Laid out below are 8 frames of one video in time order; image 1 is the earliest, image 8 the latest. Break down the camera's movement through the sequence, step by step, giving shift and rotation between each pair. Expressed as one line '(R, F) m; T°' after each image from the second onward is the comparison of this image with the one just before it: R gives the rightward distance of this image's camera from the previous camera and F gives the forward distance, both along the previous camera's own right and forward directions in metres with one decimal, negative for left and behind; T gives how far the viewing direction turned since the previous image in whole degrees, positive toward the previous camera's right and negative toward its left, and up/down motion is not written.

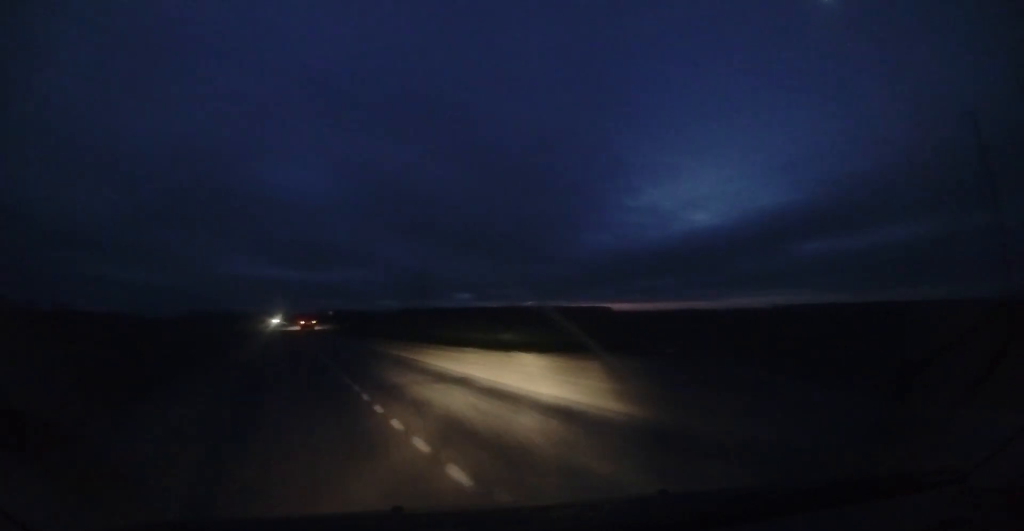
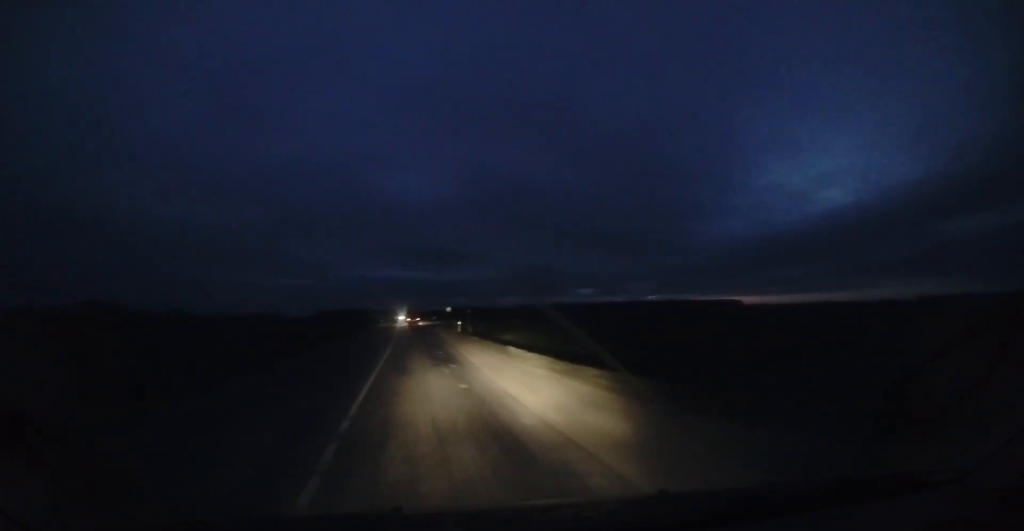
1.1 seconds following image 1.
(-1.3, +9.0) m; -12°
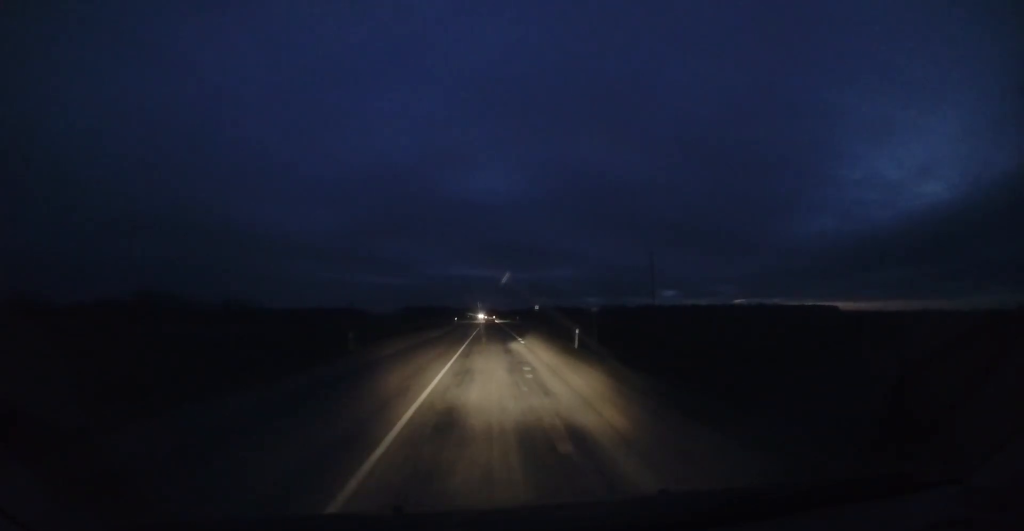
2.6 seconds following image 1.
(-1.3, +14.6) m; -8°
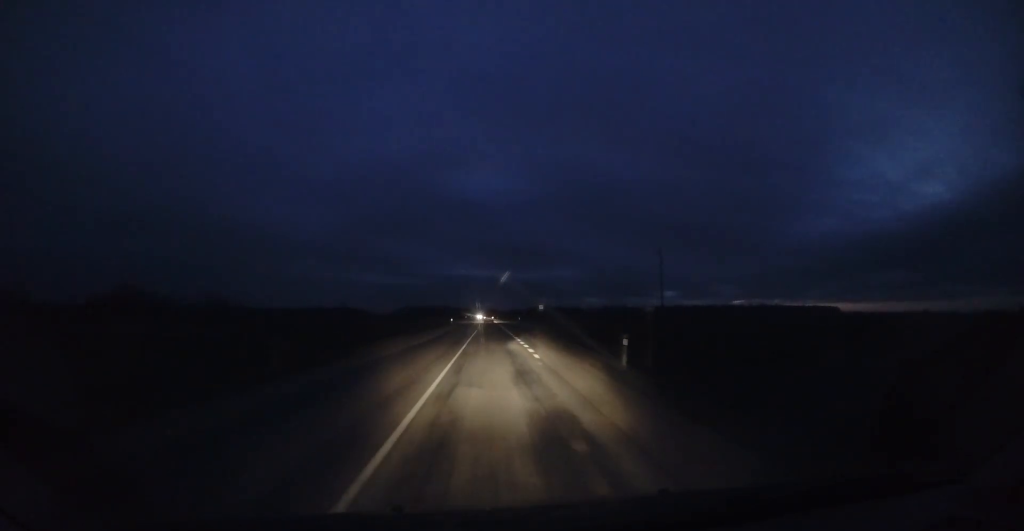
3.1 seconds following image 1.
(-0.1, +5.9) m; -1°
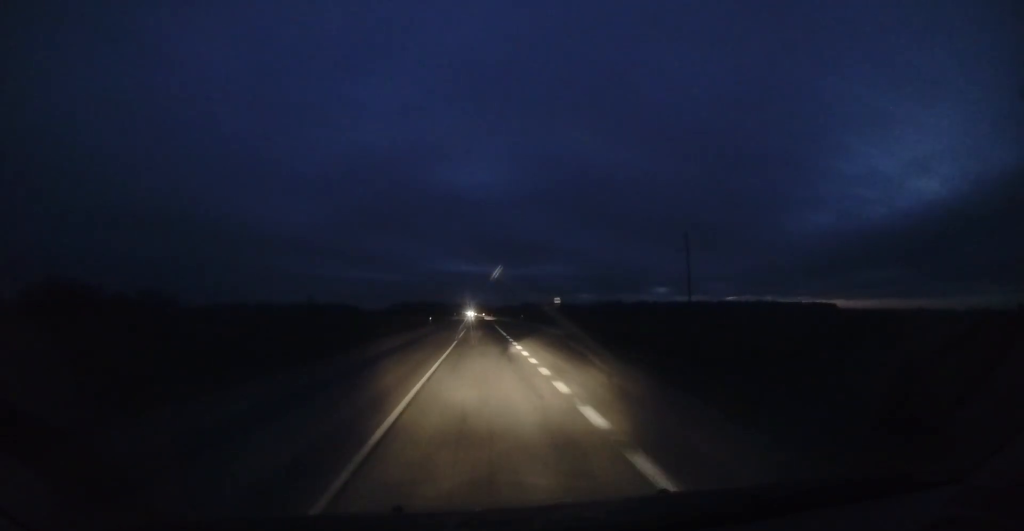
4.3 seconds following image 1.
(-0.2, +16.3) m; -1°
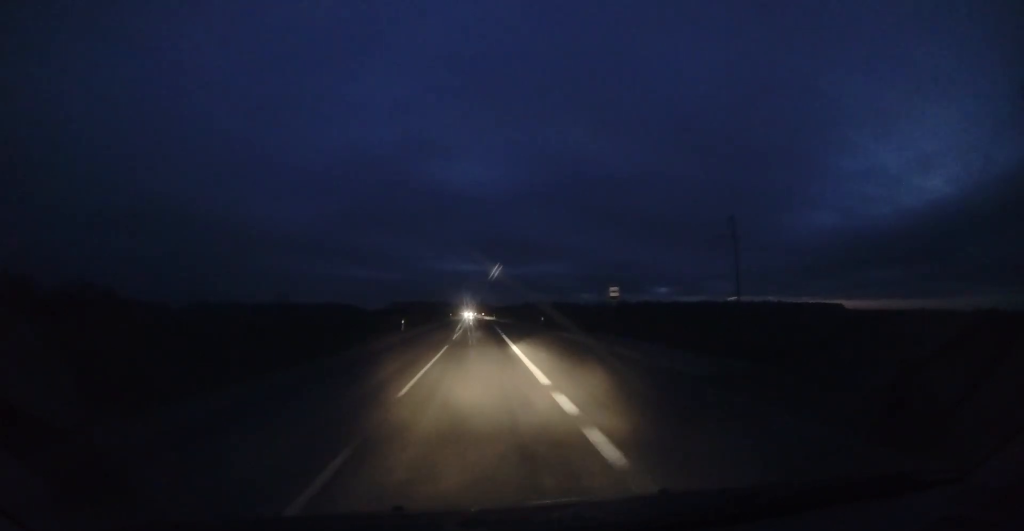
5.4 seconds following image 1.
(-0.2, +16.1) m; -1°
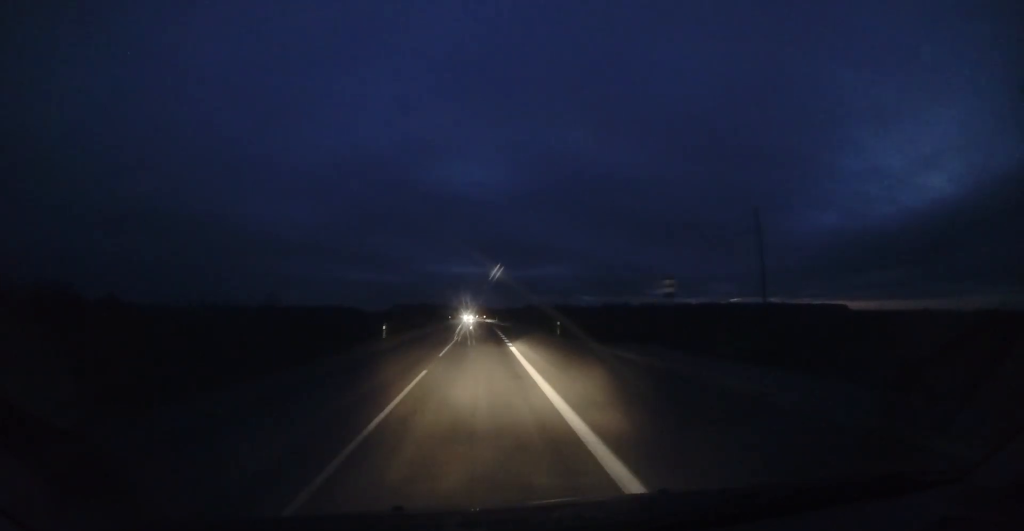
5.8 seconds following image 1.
(0.0, +6.4) m; 0°
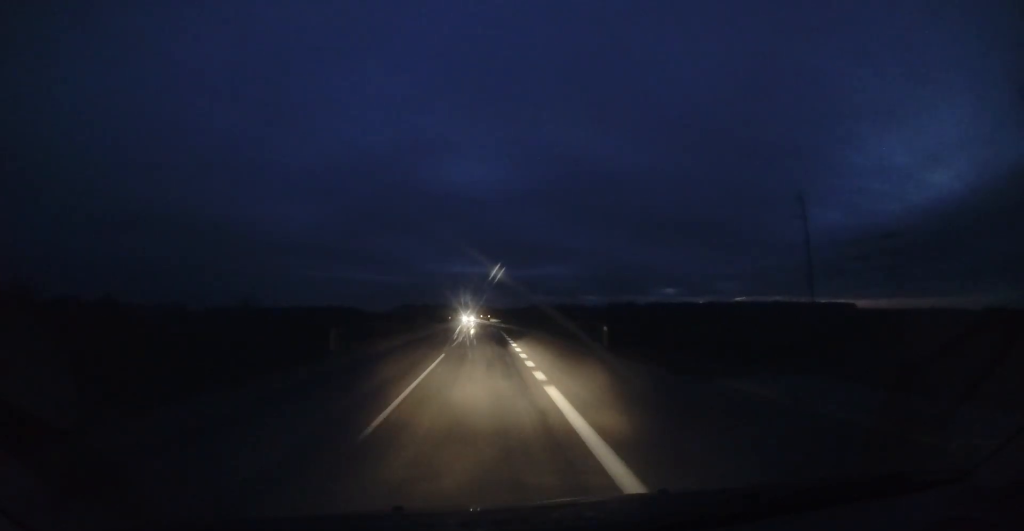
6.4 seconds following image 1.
(0.0, +9.3) m; 0°
